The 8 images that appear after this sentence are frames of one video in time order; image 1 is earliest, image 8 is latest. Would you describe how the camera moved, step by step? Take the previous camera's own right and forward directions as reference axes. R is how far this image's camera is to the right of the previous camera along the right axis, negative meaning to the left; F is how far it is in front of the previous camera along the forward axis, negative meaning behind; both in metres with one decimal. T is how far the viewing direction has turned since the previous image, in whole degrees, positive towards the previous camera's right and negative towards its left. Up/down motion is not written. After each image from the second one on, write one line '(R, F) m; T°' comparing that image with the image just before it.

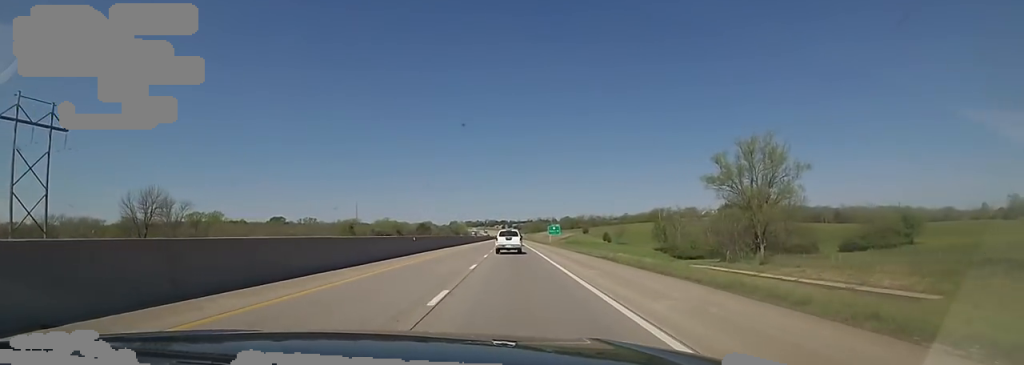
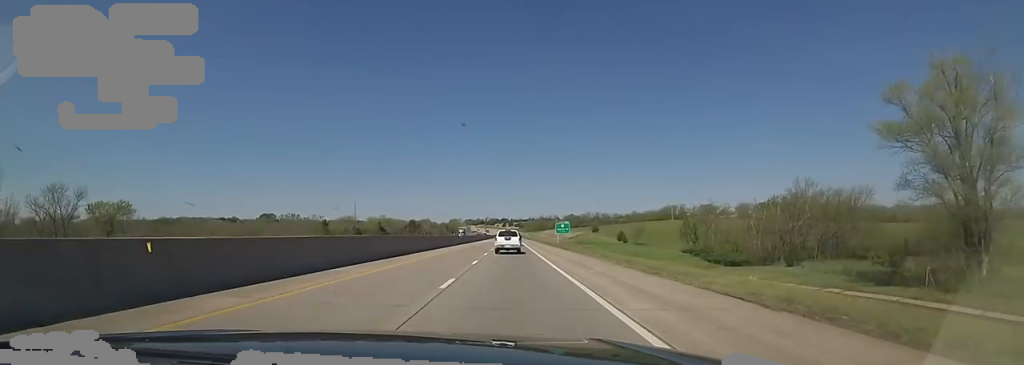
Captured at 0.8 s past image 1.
(0.0, +27.0) m; +2°
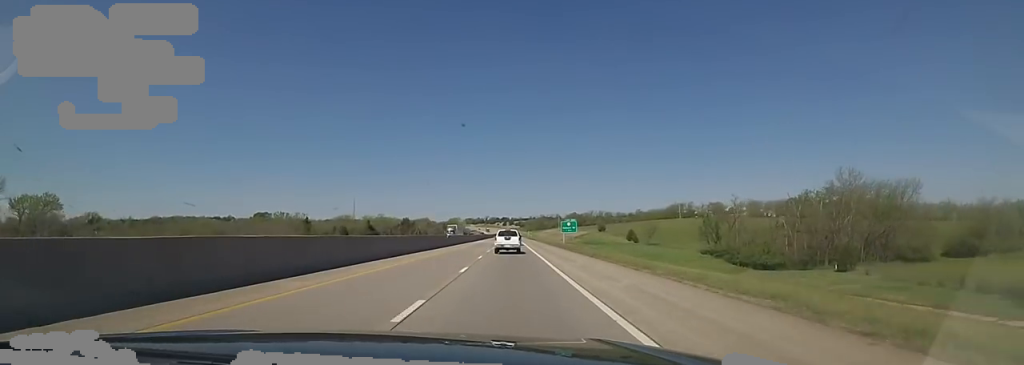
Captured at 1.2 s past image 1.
(+0.1, +14.6) m; +1°
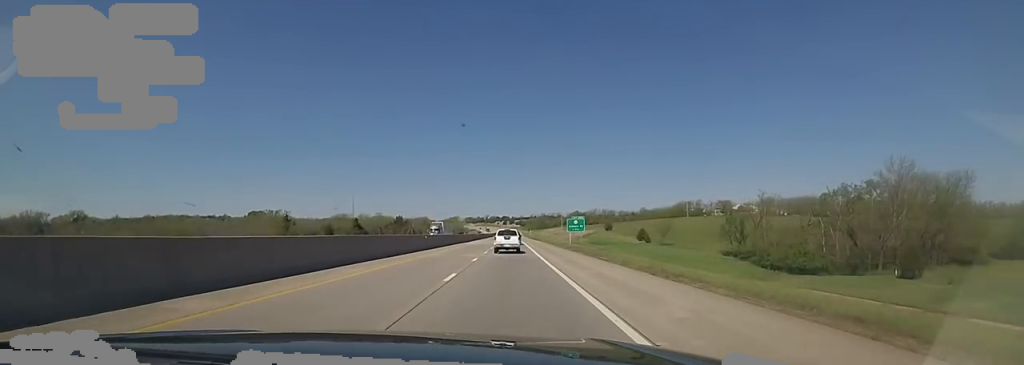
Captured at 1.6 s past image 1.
(+0.6, +13.5) m; 0°
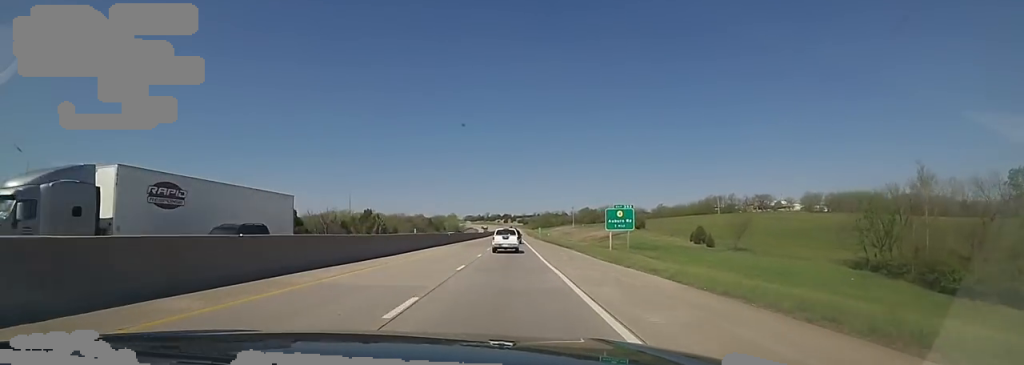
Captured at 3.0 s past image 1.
(-0.9, +46.0) m; -3°
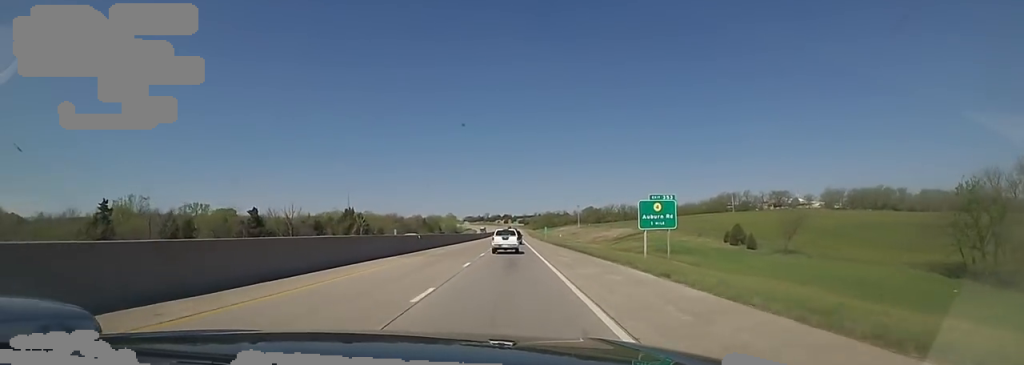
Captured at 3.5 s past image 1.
(0.0, +18.0) m; 0°
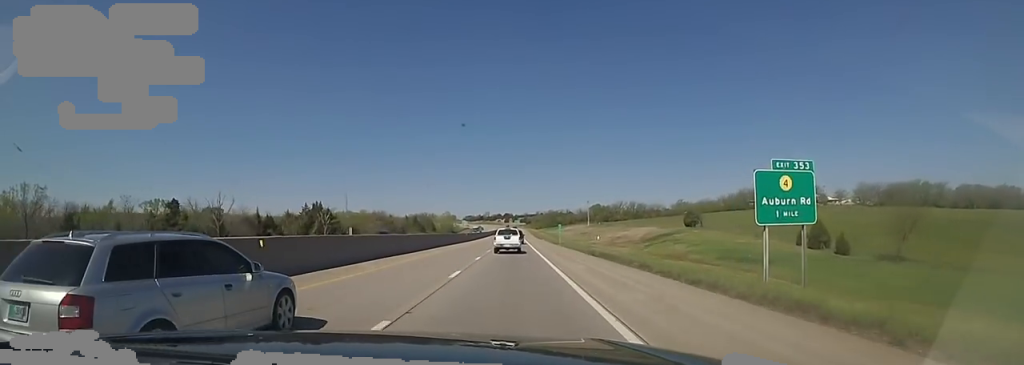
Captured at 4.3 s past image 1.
(0.0, +24.7) m; 0°
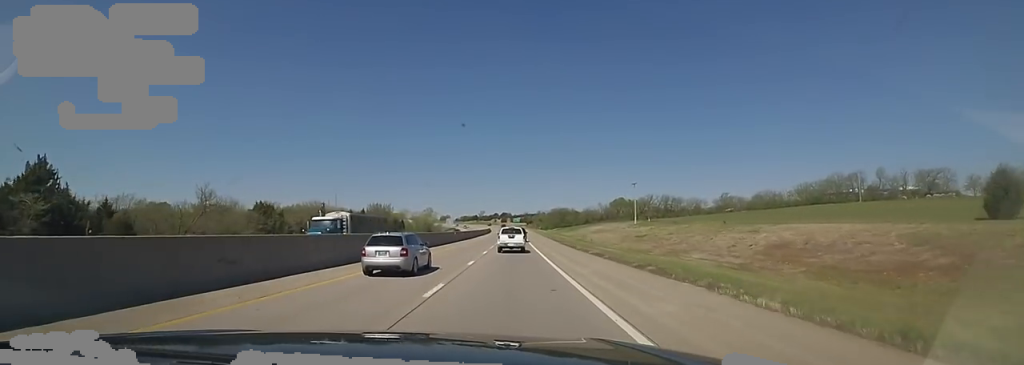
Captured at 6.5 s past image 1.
(+0.1, +75.2) m; 0°
